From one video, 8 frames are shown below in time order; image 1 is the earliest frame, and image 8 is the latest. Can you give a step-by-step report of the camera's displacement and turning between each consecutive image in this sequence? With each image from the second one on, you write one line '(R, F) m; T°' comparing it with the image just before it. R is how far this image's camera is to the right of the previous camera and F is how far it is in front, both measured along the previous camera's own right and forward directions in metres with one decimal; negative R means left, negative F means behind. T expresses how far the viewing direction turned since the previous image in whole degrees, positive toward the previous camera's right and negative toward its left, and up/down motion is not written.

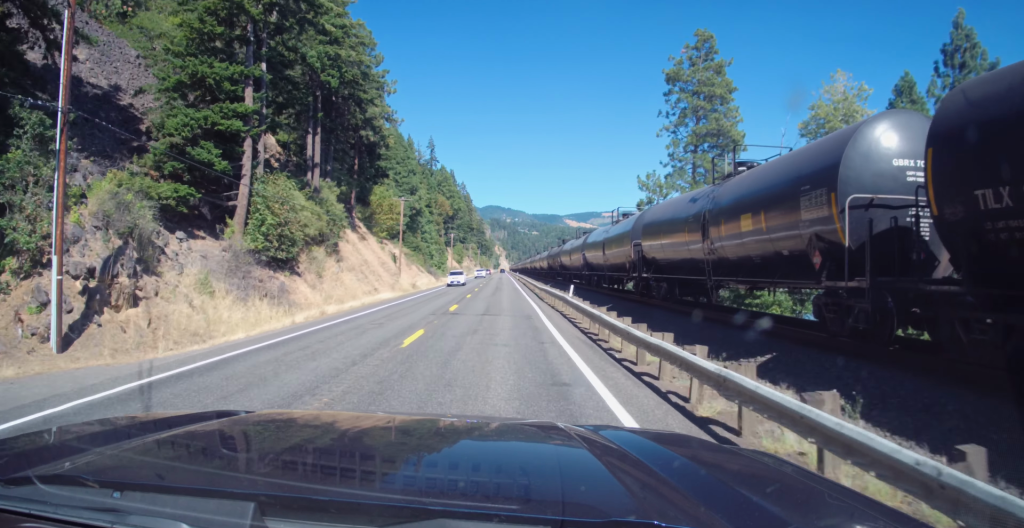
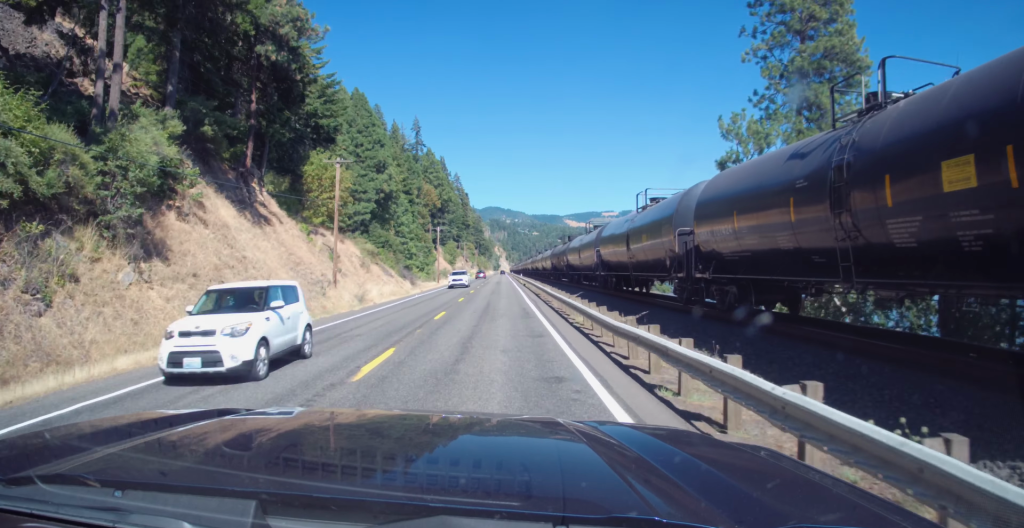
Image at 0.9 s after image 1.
(0.0, +28.3) m; 0°
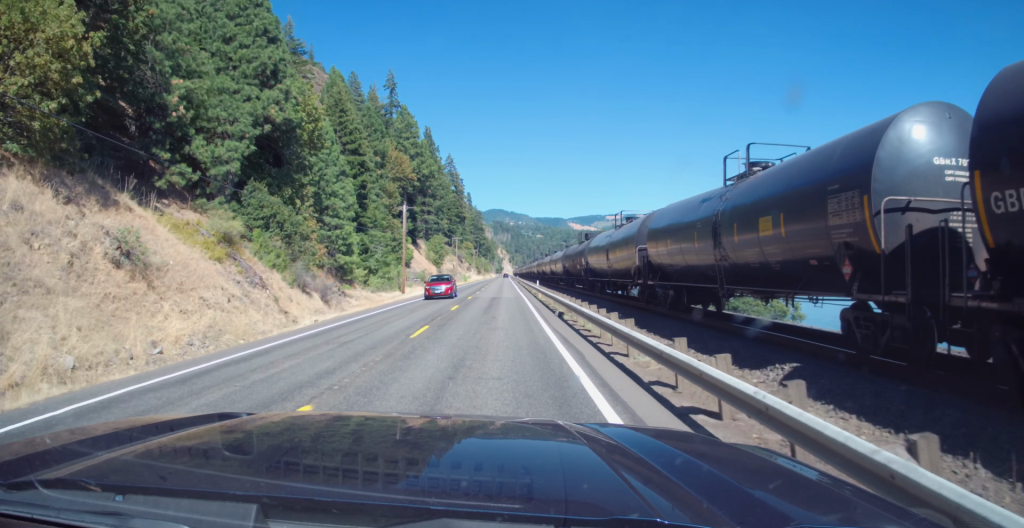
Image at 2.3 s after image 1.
(0.0, +41.0) m; -1°
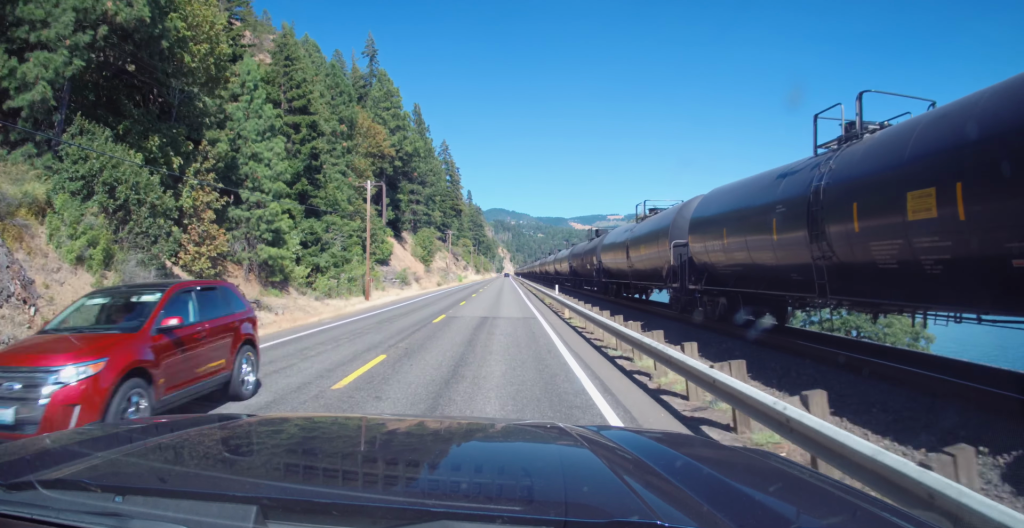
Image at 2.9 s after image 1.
(-0.2, +19.9) m; 0°
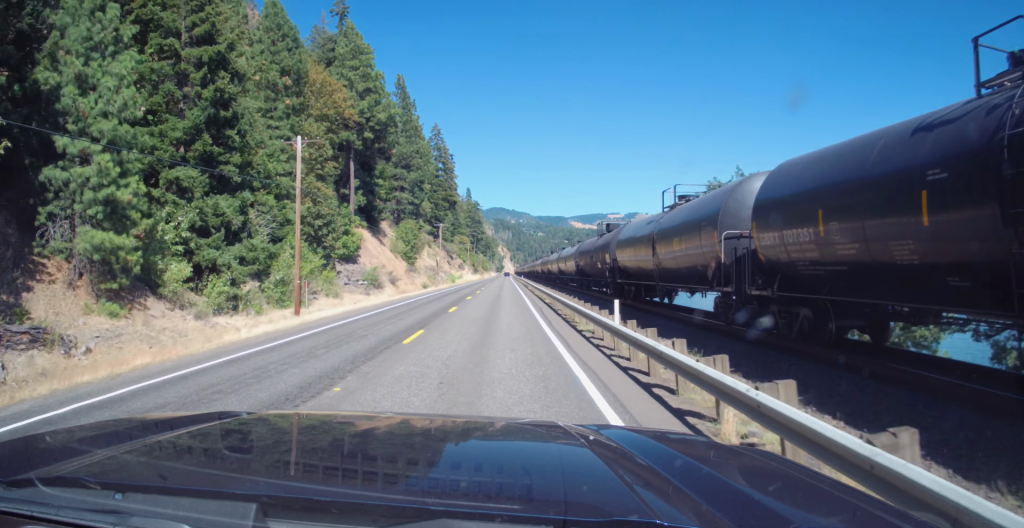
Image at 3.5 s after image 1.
(-0.2, +17.9) m; 0°
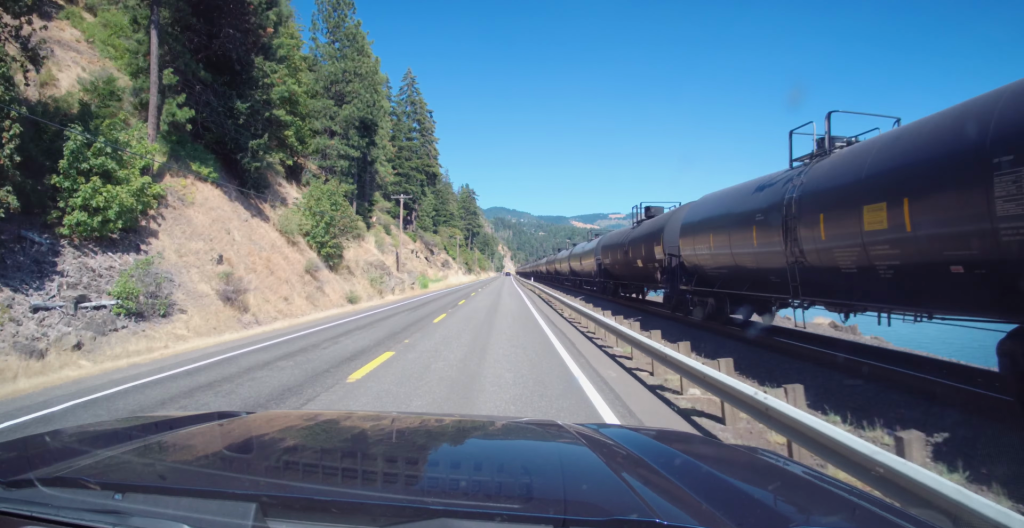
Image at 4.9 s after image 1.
(+0.7, +42.3) m; 0°
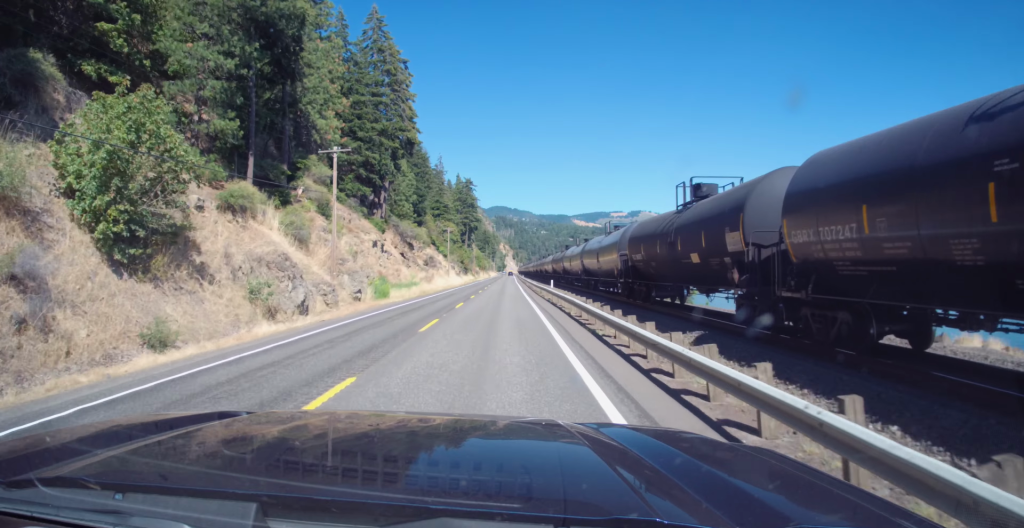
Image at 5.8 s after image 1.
(-0.2, +26.9) m; -1°
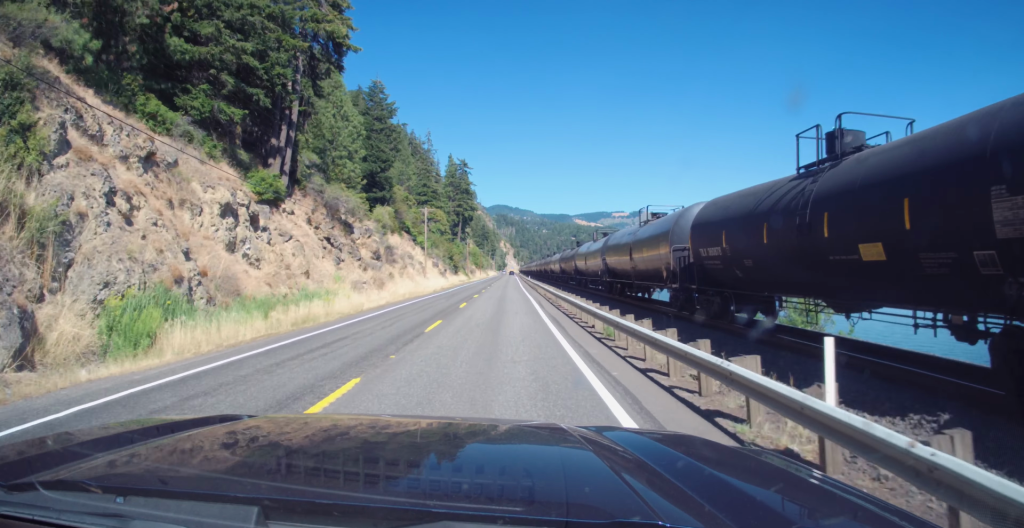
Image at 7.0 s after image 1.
(-0.1, +35.6) m; 0°
